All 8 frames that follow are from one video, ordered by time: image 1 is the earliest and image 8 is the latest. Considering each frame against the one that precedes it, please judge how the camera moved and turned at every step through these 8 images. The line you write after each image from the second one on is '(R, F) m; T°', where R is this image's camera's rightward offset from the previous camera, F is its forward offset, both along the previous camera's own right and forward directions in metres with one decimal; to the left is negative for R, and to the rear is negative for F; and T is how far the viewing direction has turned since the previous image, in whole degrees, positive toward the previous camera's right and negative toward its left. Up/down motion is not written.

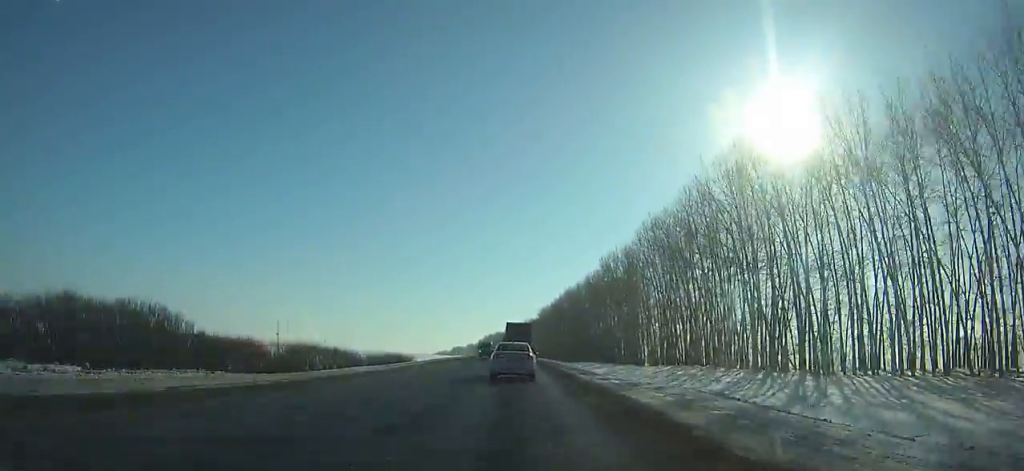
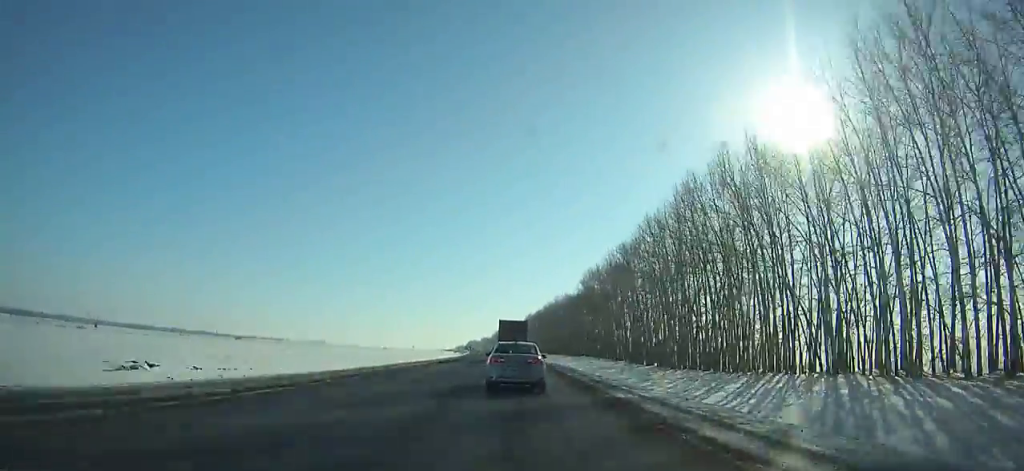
(-1.9, +124.6) m; -2°
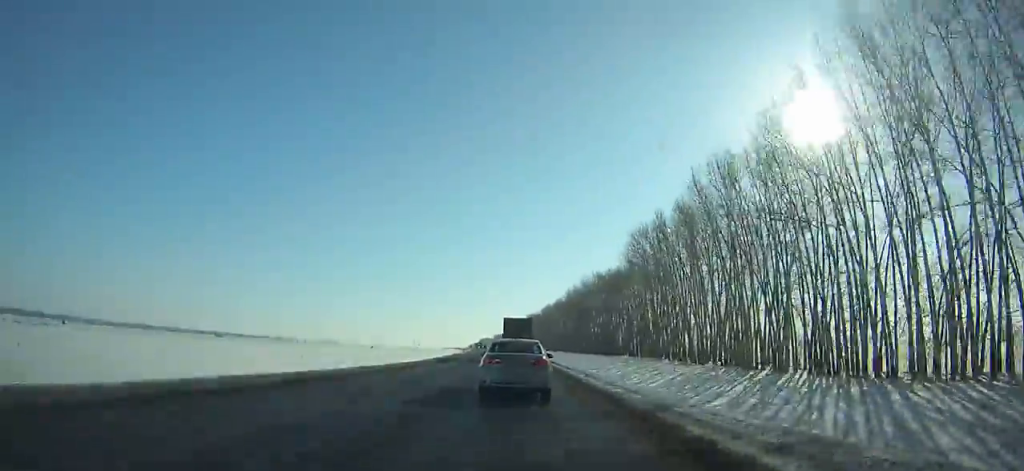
(-0.7, +57.2) m; -1°
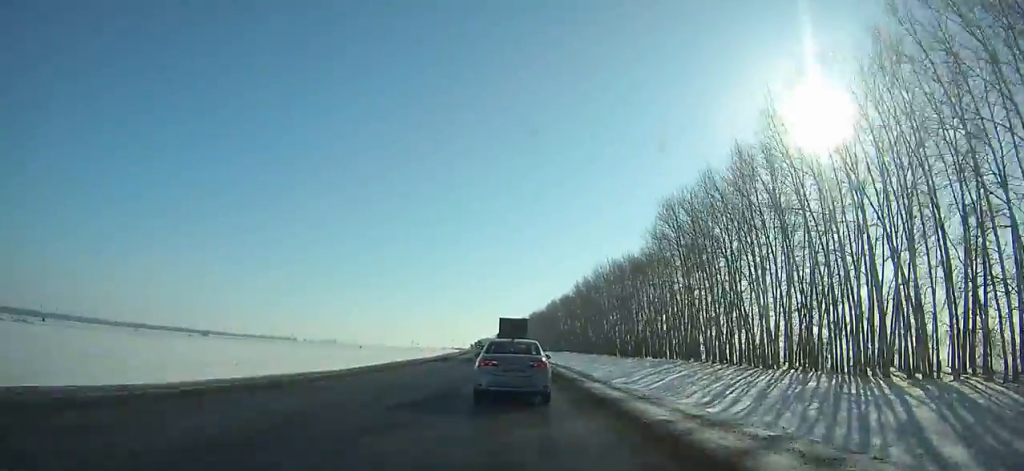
(-0.1, +24.9) m; -1°
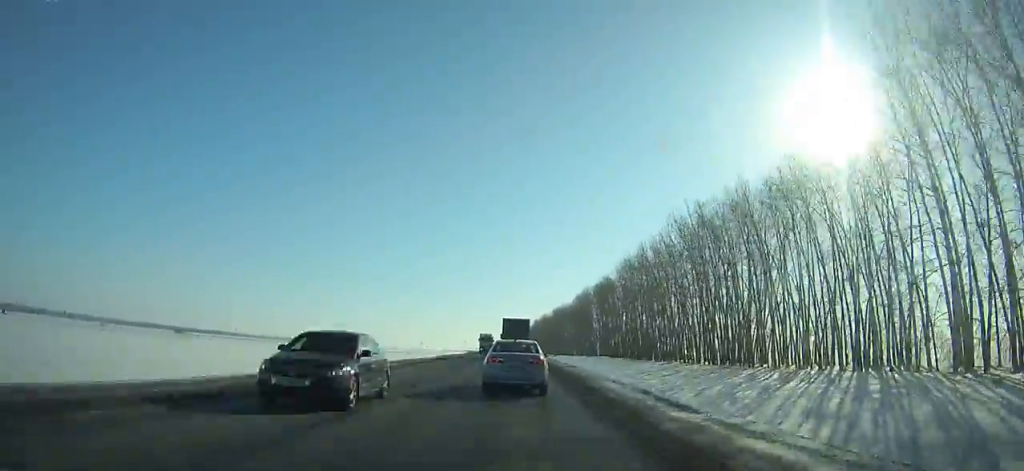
(-0.8, +59.0) m; -1°
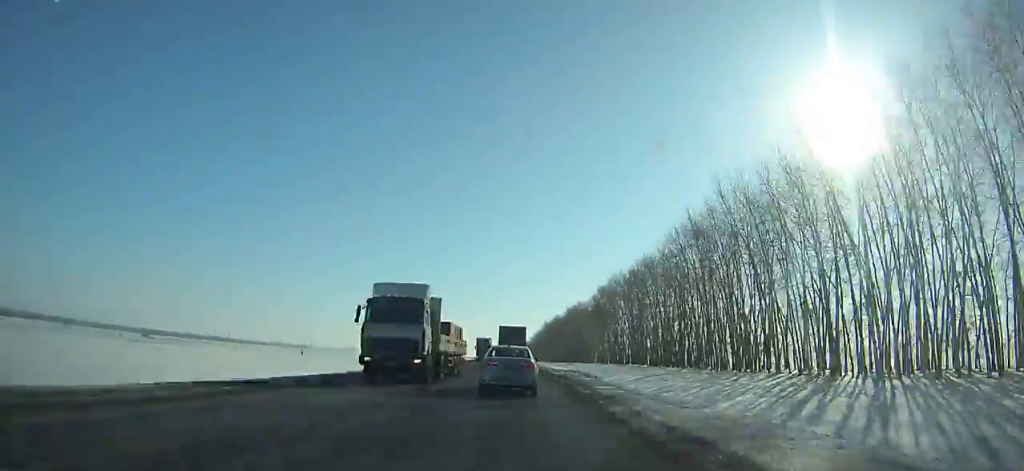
(-0.3, +41.7) m; -1°
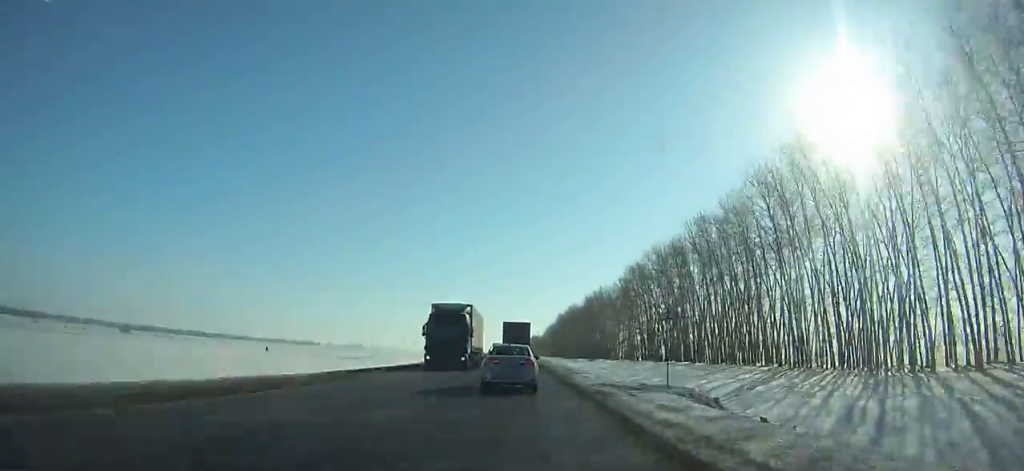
(-0.2, +31.1) m; -1°
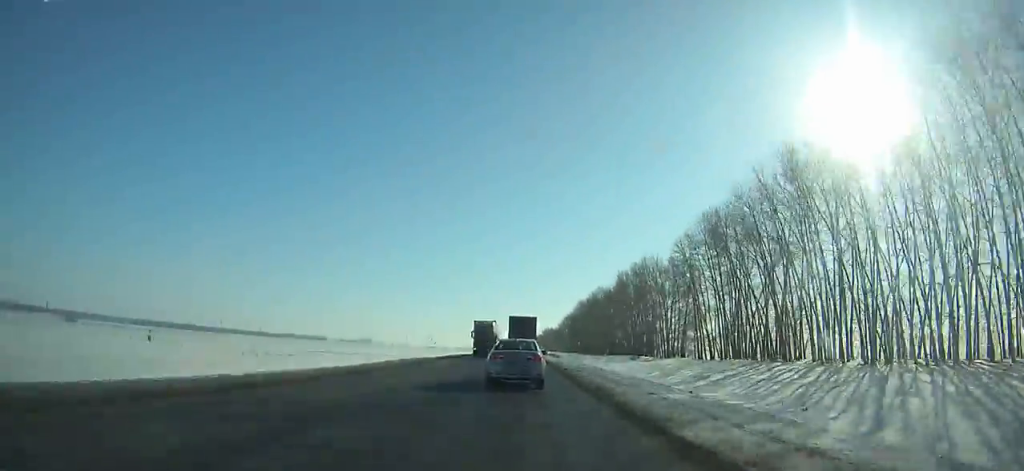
(-0.5, +49.6) m; -1°
